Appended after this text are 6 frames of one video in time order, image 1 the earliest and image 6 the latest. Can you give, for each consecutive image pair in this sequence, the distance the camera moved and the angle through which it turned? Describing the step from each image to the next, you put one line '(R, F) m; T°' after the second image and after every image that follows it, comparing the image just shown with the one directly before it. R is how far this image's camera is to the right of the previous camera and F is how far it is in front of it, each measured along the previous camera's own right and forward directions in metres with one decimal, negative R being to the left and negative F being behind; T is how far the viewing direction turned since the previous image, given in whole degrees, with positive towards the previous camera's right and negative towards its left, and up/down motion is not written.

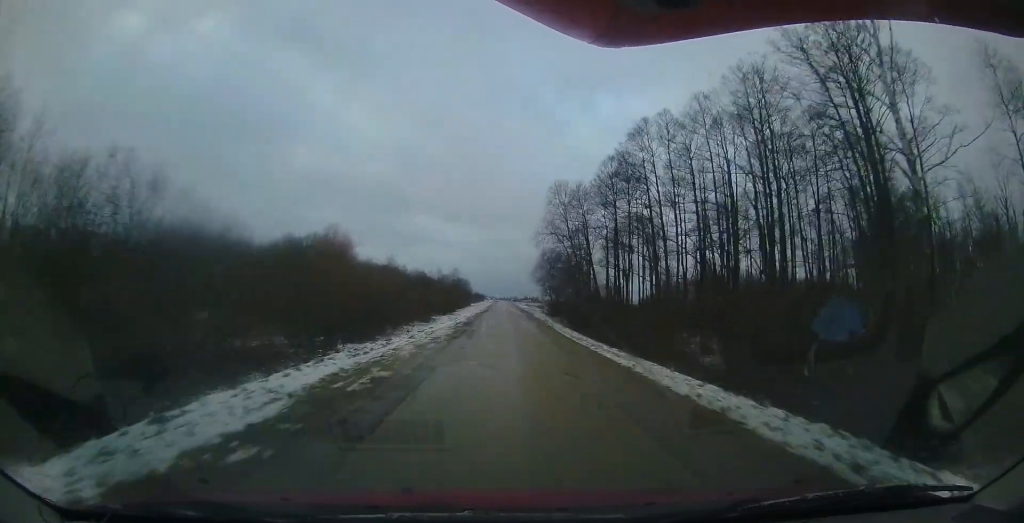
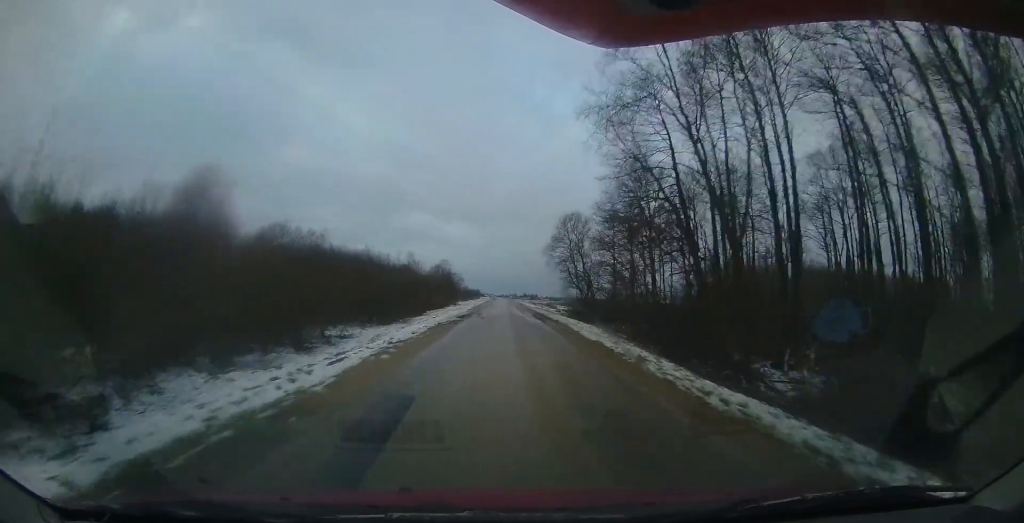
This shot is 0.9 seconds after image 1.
(+0.2, +22.5) m; 0°
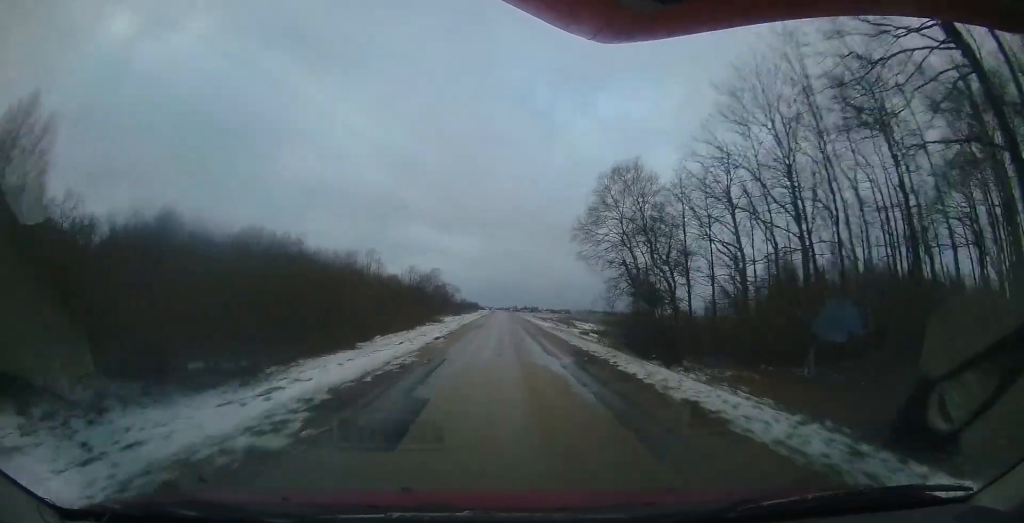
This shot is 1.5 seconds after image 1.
(+0.3, +16.4) m; -1°
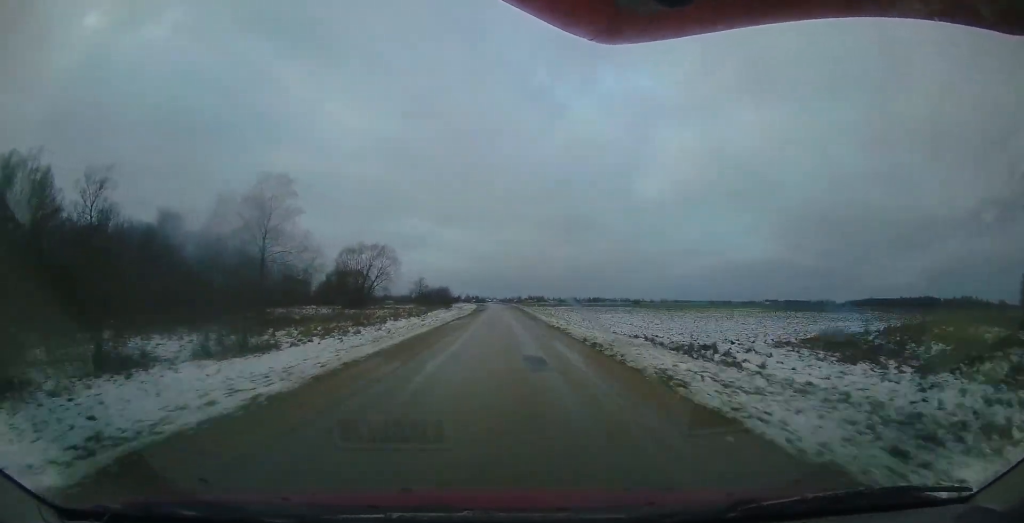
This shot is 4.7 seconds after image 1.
(-1.8, +81.5) m; -1°
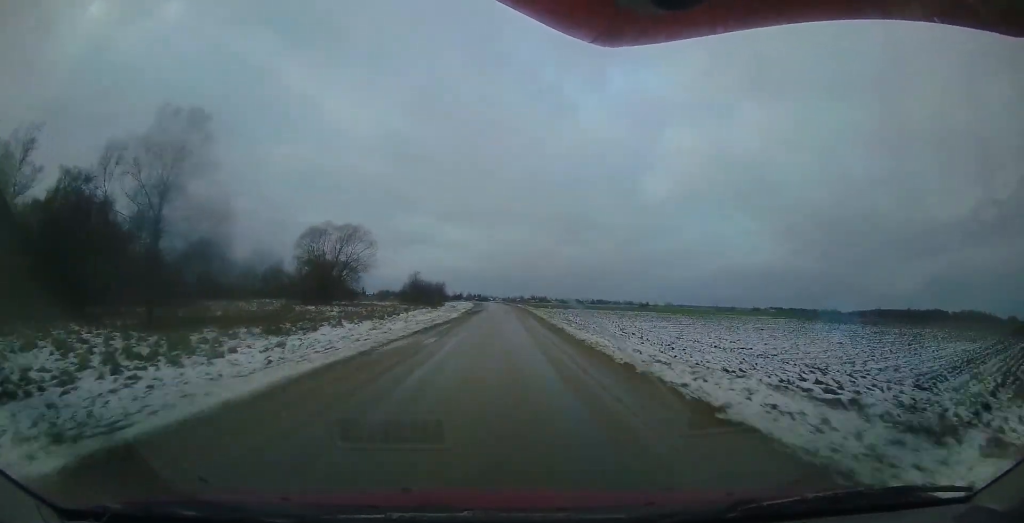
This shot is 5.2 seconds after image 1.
(-0.2, +12.7) m; -1°
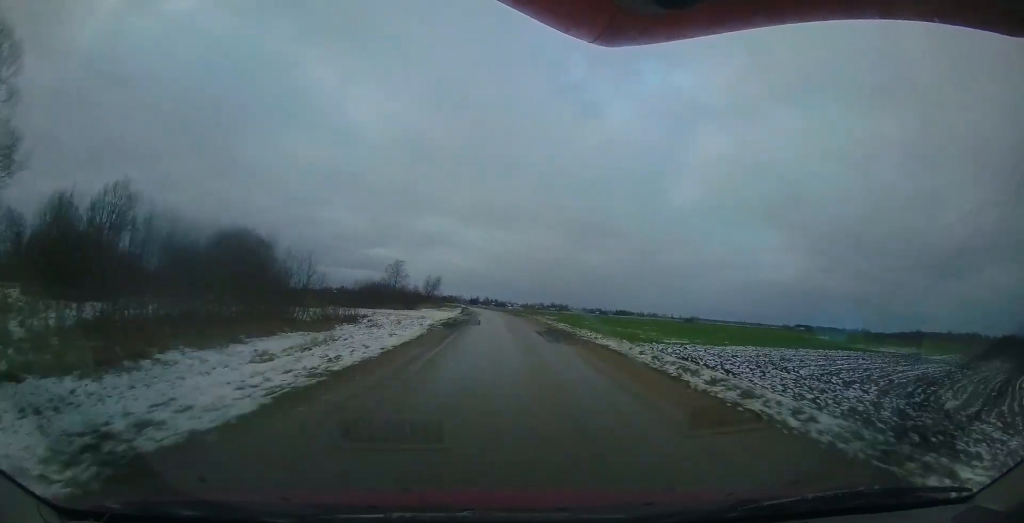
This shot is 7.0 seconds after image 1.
(-0.8, +45.4) m; -2°
